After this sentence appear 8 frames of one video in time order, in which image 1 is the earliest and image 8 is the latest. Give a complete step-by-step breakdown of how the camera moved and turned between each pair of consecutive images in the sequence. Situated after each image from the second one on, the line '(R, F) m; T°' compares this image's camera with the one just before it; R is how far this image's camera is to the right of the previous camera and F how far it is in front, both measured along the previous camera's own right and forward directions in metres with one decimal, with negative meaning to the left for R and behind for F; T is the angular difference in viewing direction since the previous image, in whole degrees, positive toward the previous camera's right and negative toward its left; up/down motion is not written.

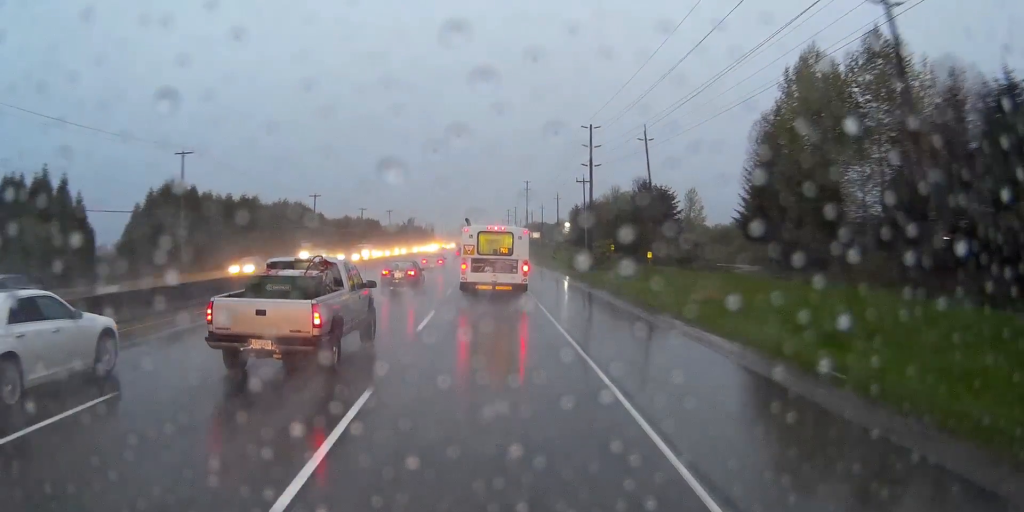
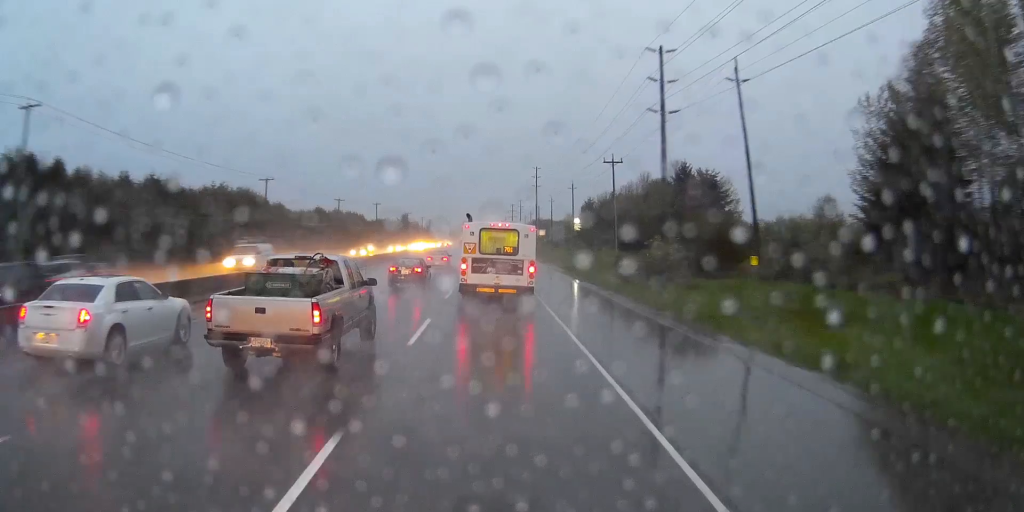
(0.0, +28.0) m; 0°
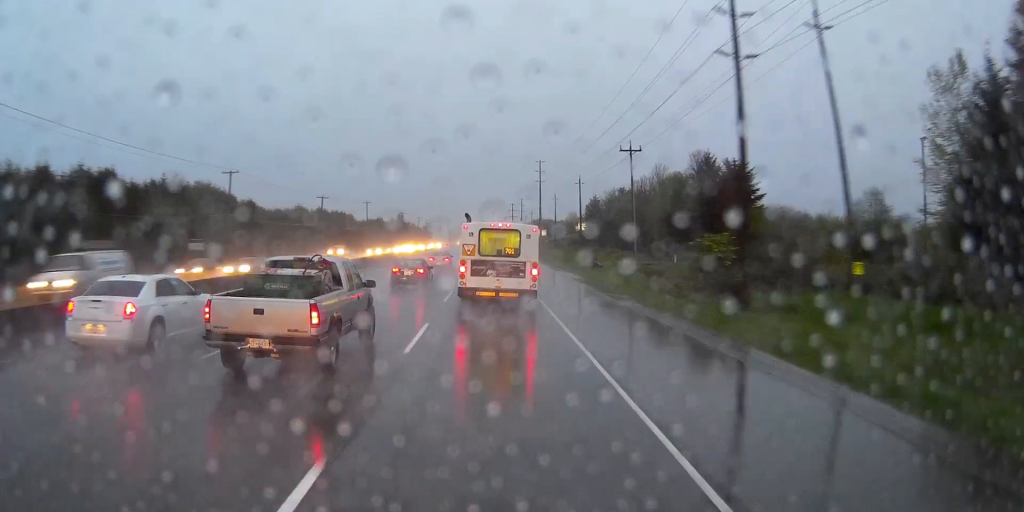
(0.0, +13.5) m; 0°
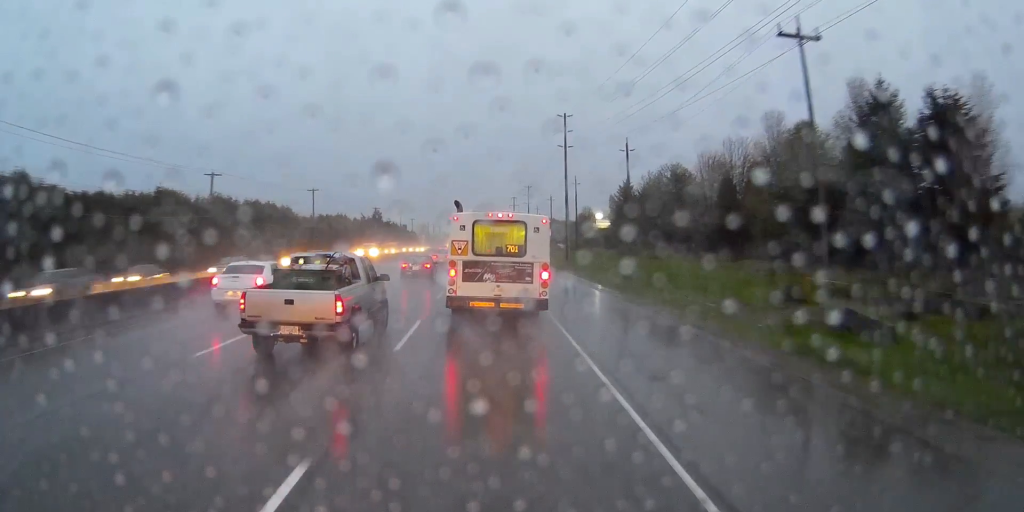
(0.0, +52.7) m; 0°
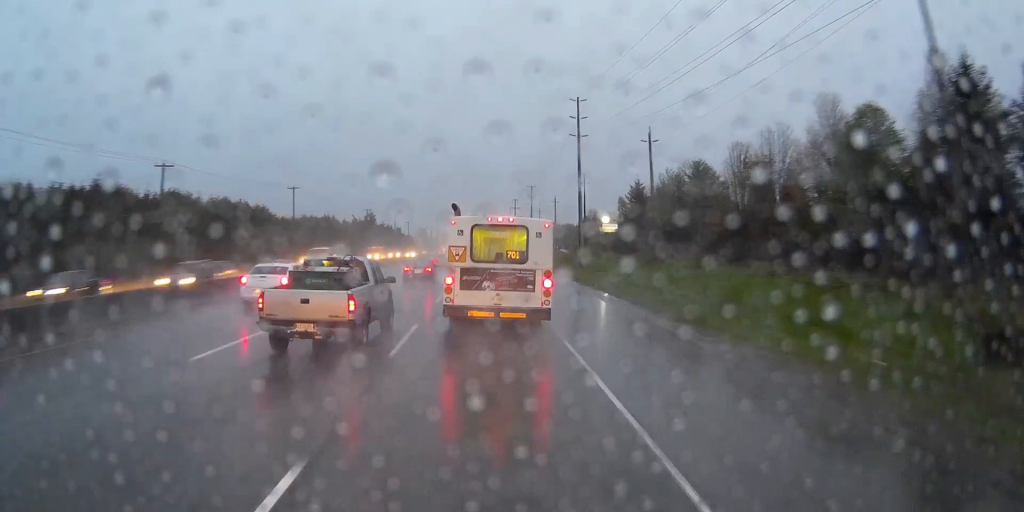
(0.0, +13.2) m; 0°
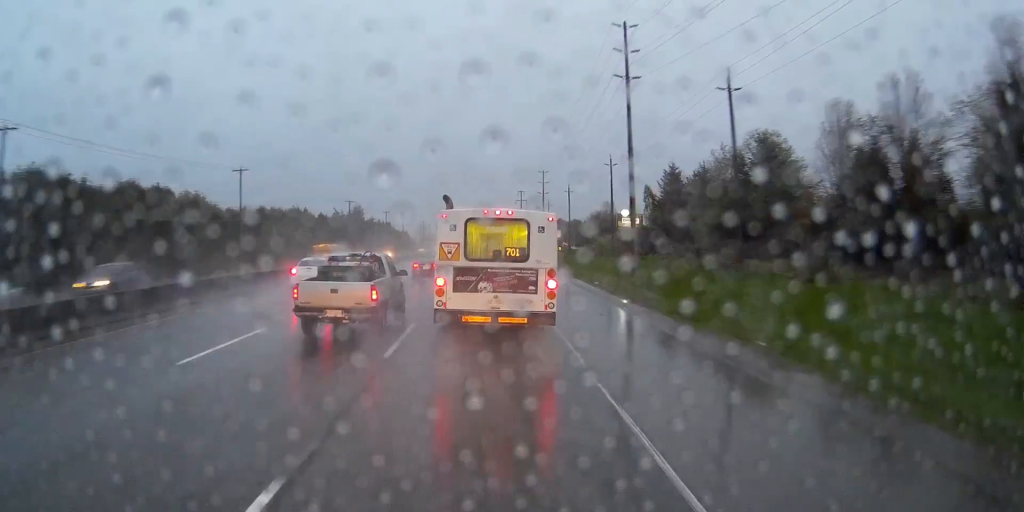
(-0.2, +26.4) m; -1°
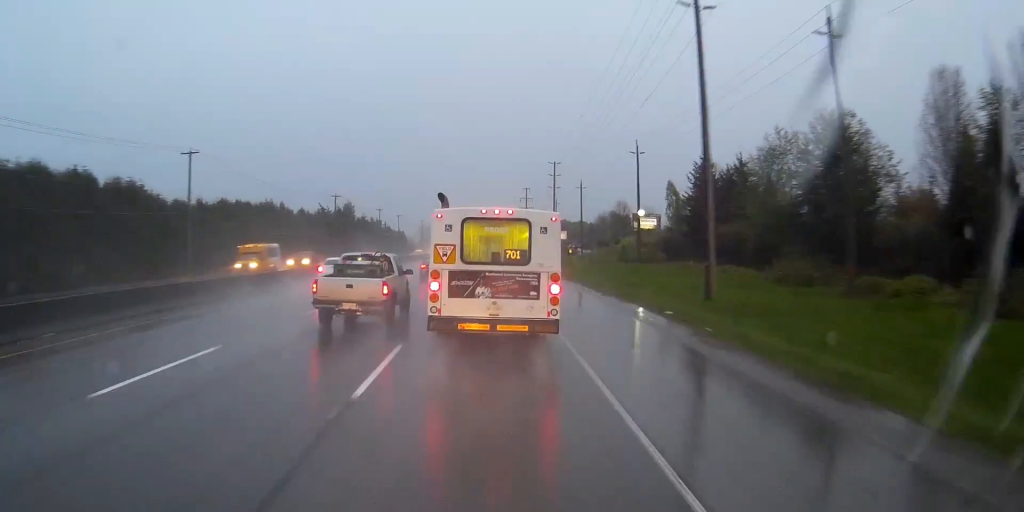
(-0.1, +16.9) m; 0°
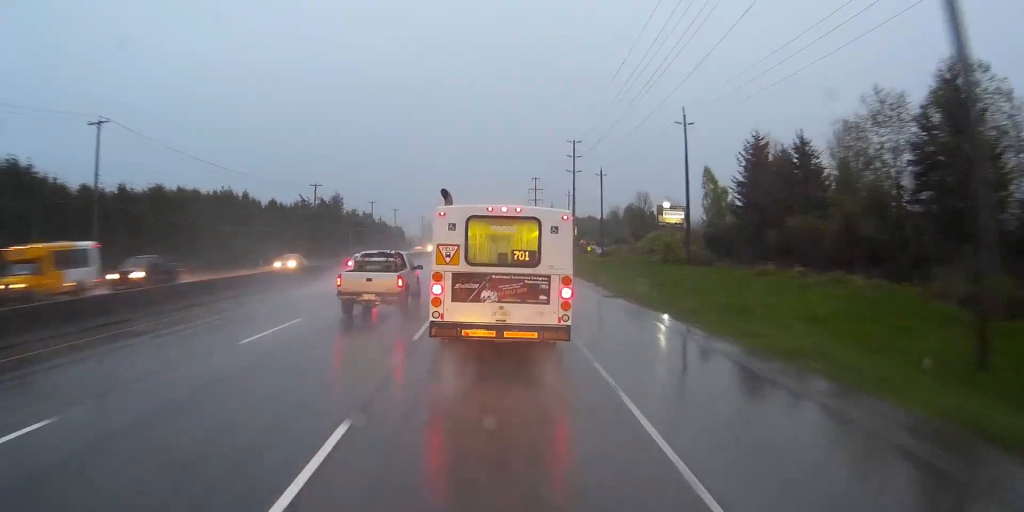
(0.0, +19.6) m; 0°
